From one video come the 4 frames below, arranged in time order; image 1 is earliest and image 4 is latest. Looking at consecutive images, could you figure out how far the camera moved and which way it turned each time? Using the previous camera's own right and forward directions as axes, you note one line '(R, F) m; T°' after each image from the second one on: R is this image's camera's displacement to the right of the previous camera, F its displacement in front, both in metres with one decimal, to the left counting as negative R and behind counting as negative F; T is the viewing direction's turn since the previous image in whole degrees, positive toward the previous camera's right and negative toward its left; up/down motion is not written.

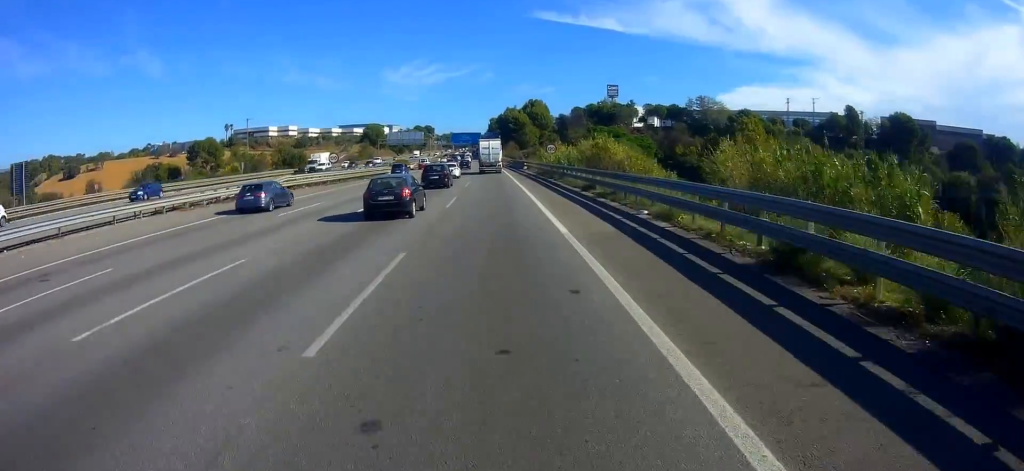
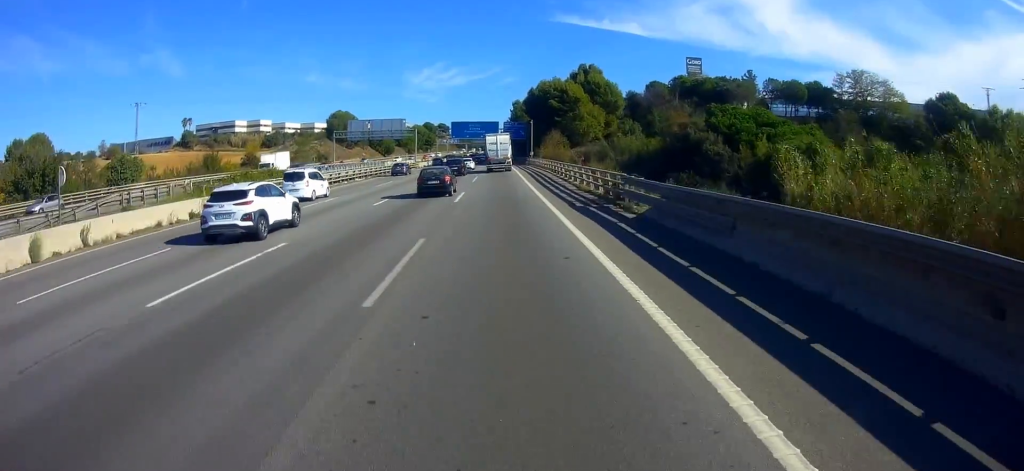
(-3.2, +93.5) m; -3°
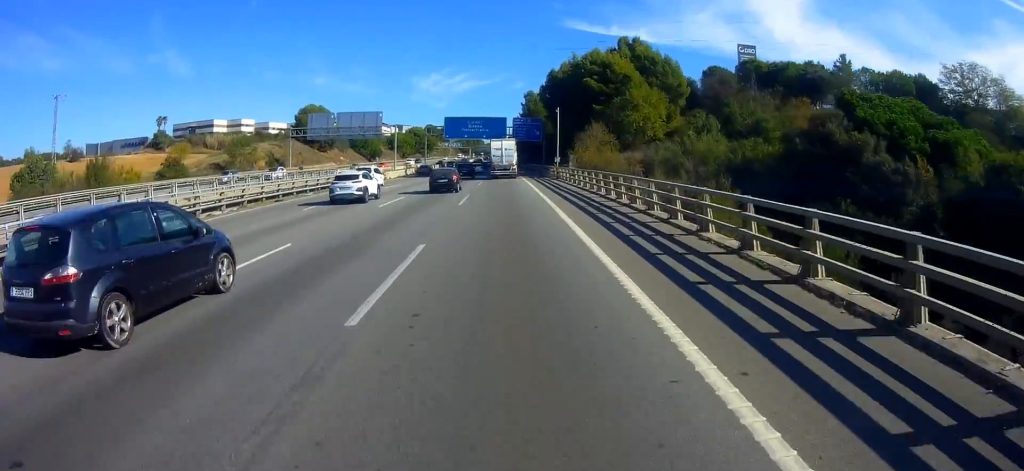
(-0.1, +34.0) m; 0°
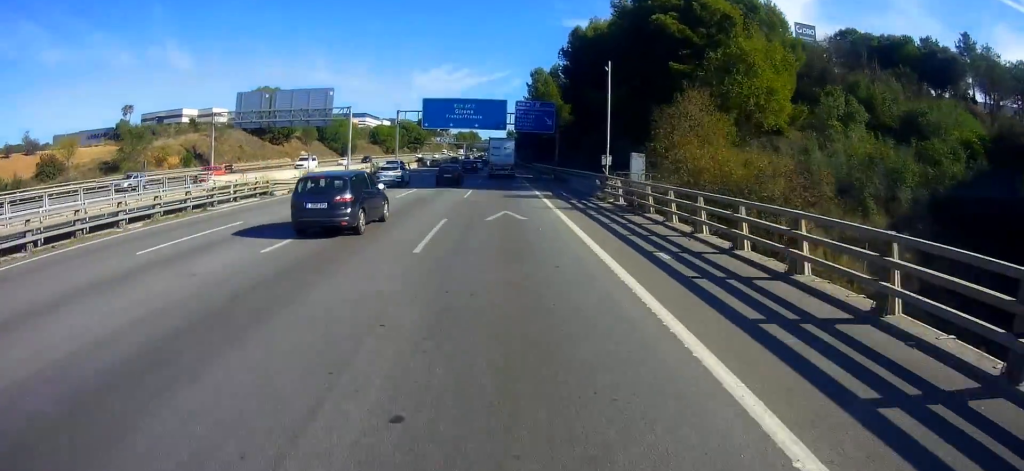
(+0.2, +28.9) m; -1°
